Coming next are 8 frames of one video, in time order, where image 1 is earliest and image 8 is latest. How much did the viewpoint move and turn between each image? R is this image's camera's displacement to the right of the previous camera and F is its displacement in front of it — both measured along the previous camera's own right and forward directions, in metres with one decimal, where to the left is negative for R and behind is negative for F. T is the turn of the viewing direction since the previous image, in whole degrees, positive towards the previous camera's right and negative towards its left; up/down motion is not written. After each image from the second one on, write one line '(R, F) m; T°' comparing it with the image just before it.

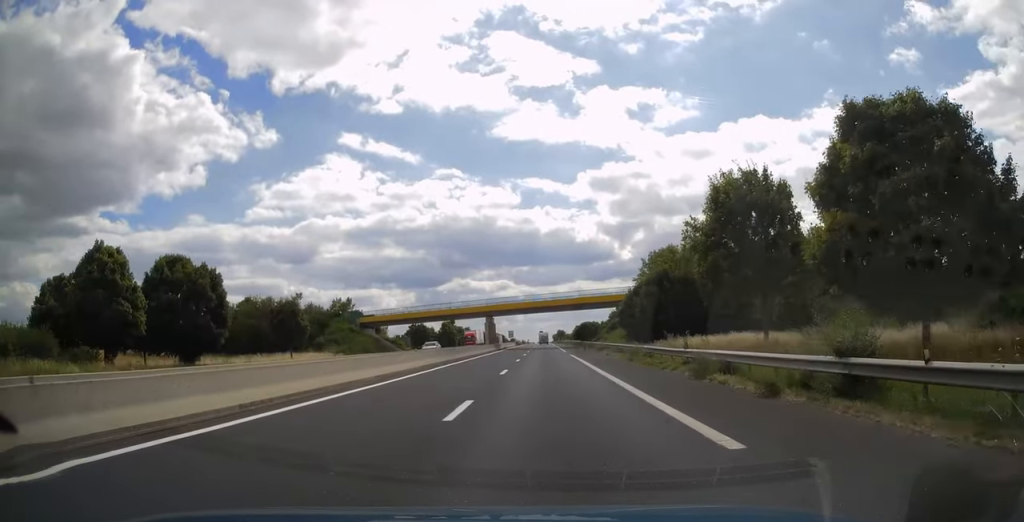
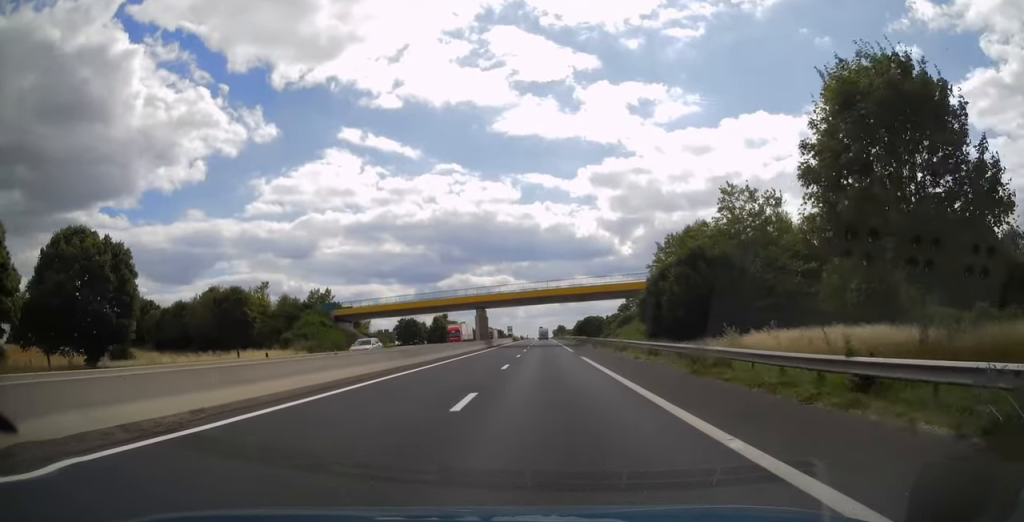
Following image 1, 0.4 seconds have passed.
(-0.2, +12.2) m; 0°
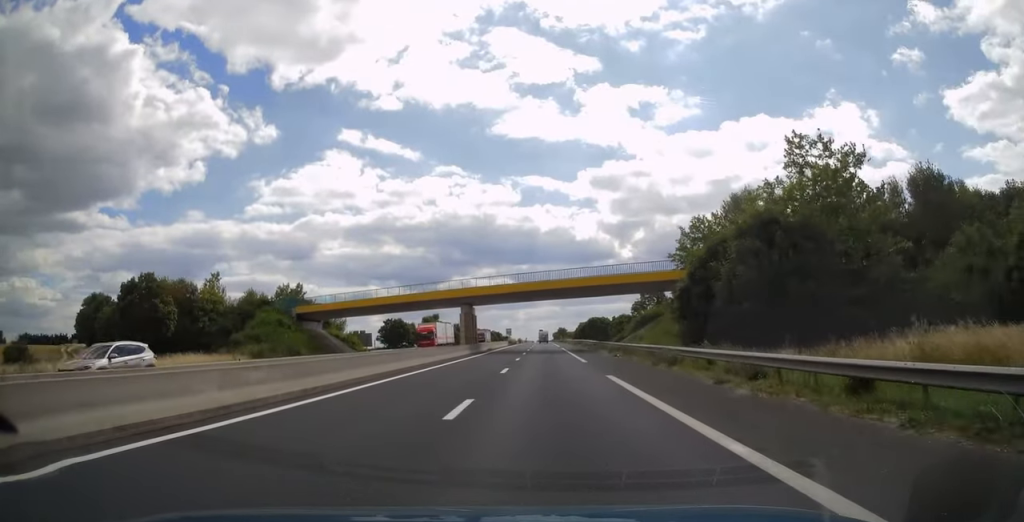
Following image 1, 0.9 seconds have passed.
(+0.2, +13.6) m; 0°
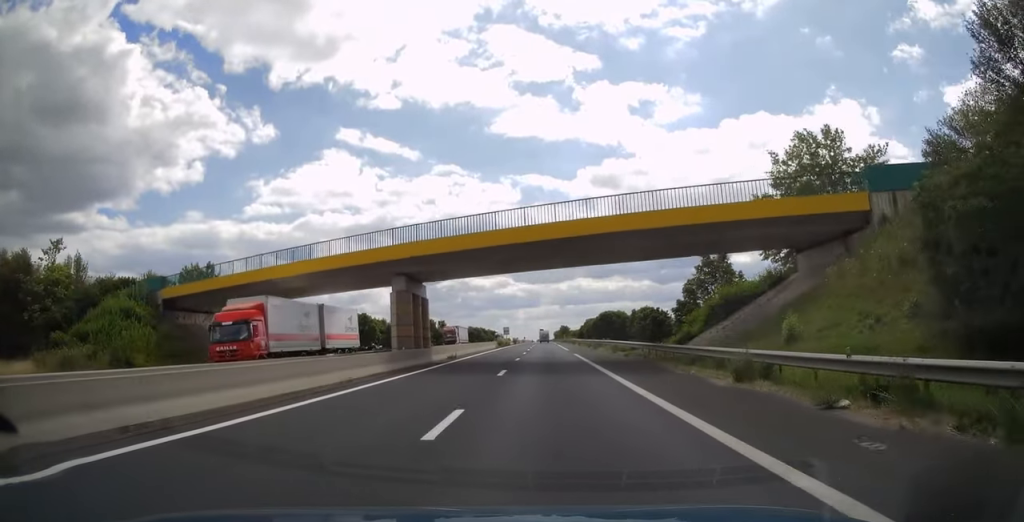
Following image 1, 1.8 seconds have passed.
(+0.2, +27.7) m; 0°
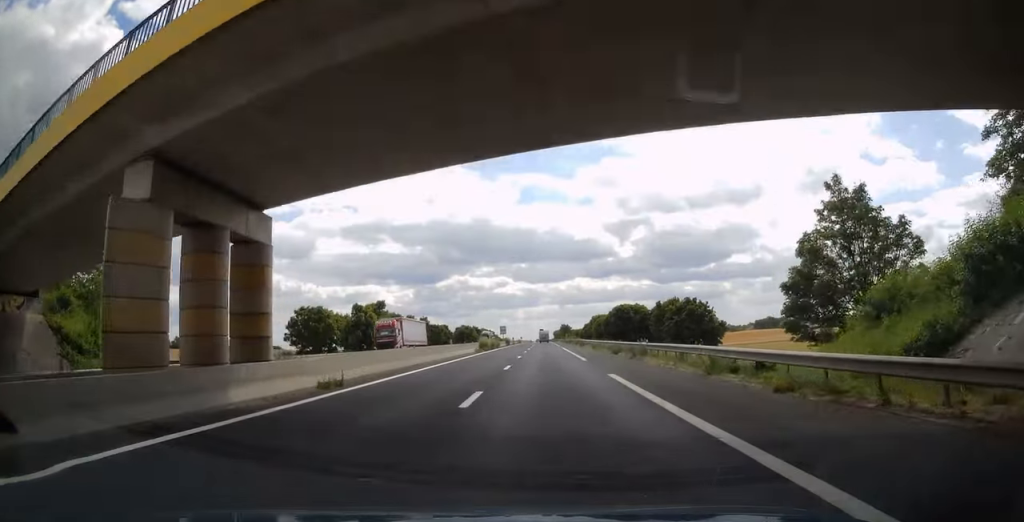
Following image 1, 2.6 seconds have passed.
(0.0, +22.3) m; 0°
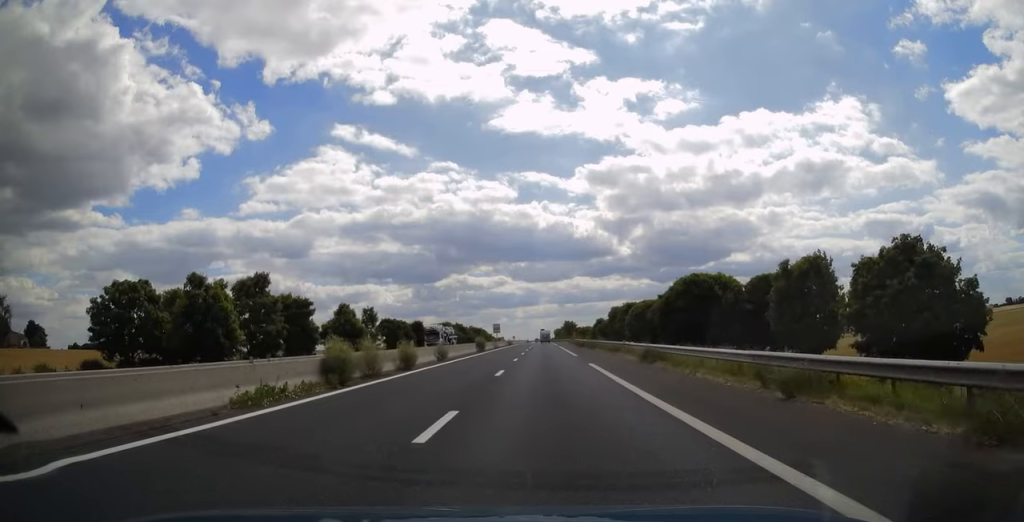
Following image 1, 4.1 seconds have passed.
(0.0, +42.3) m; 0°
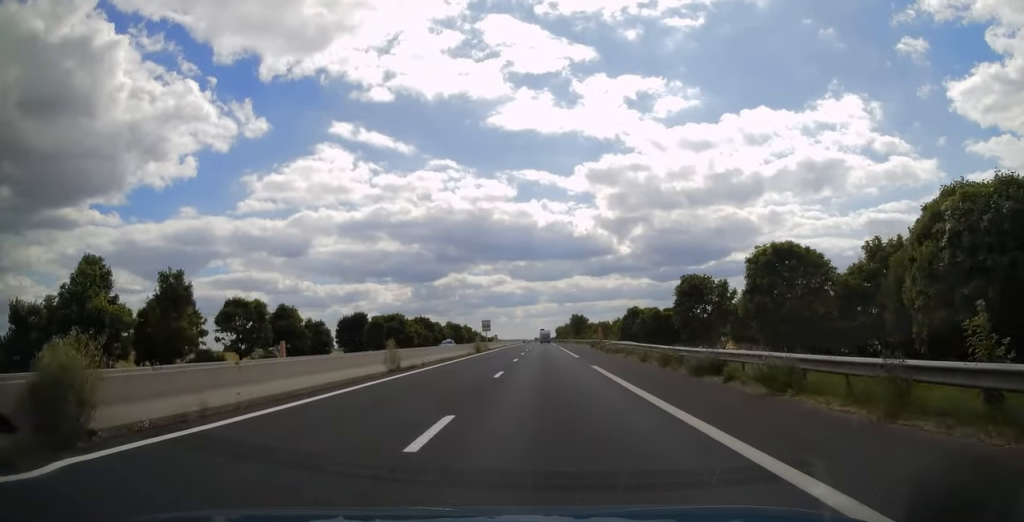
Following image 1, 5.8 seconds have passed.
(-0.3, +52.0) m; -1°
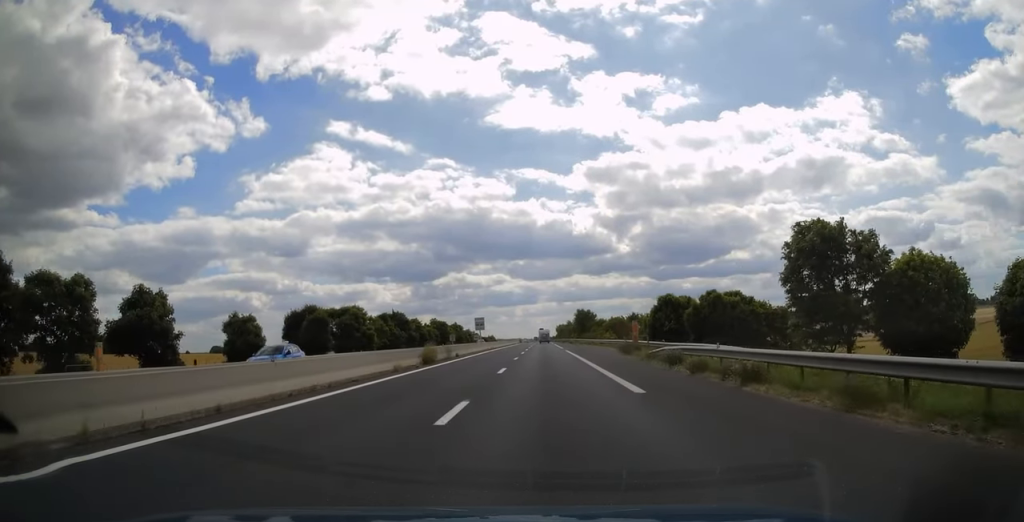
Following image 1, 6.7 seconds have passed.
(-0.1, +23.9) m; 0°
